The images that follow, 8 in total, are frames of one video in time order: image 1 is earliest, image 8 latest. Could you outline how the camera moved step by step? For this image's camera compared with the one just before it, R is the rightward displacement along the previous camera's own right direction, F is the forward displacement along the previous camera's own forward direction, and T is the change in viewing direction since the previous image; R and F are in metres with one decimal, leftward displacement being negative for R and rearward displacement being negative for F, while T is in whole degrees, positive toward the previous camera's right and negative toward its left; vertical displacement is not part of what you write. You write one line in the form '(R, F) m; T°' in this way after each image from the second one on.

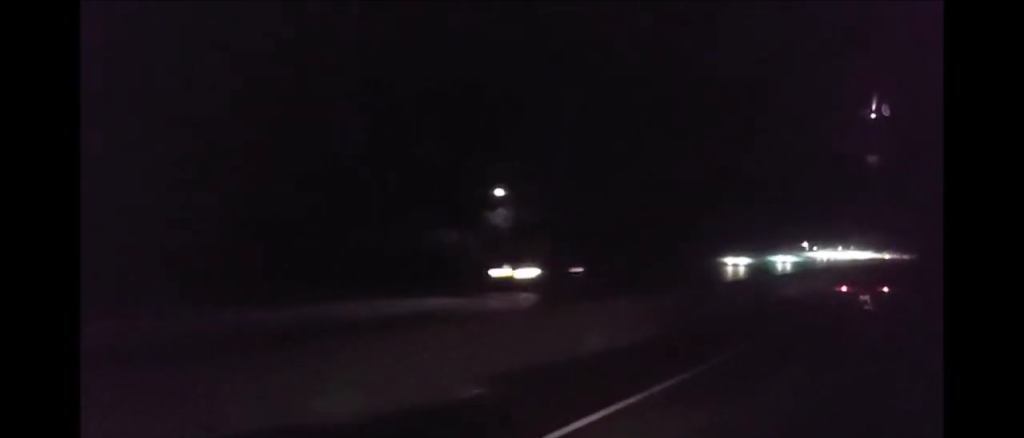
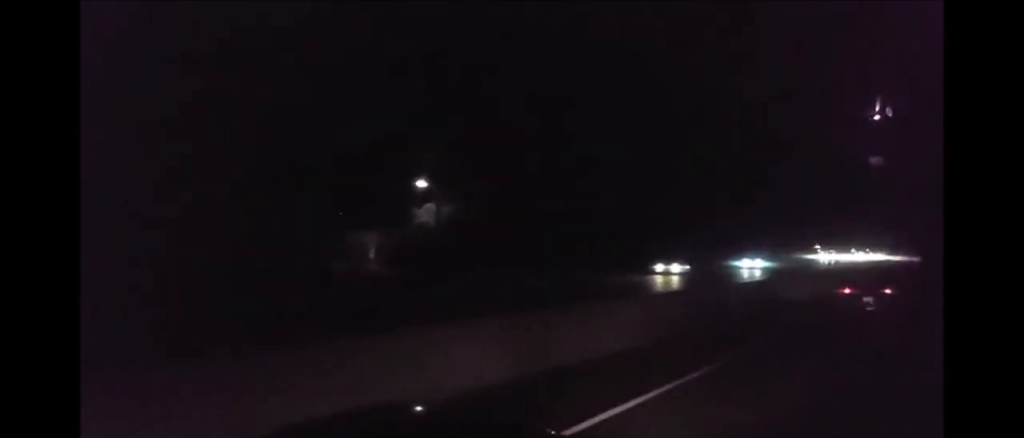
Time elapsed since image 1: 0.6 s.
(+0.1, +17.4) m; -1°
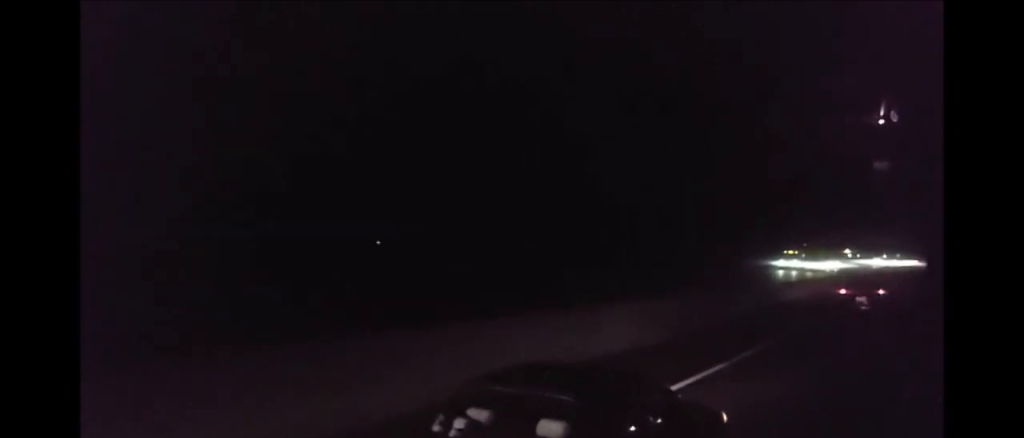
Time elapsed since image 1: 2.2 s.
(-1.1, +51.3) m; -2°
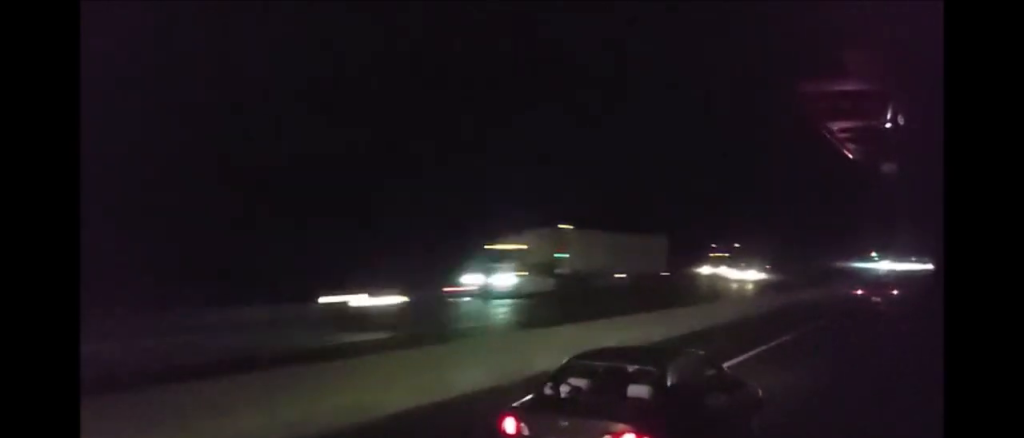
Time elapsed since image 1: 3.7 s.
(-0.1, +46.0) m; -1°
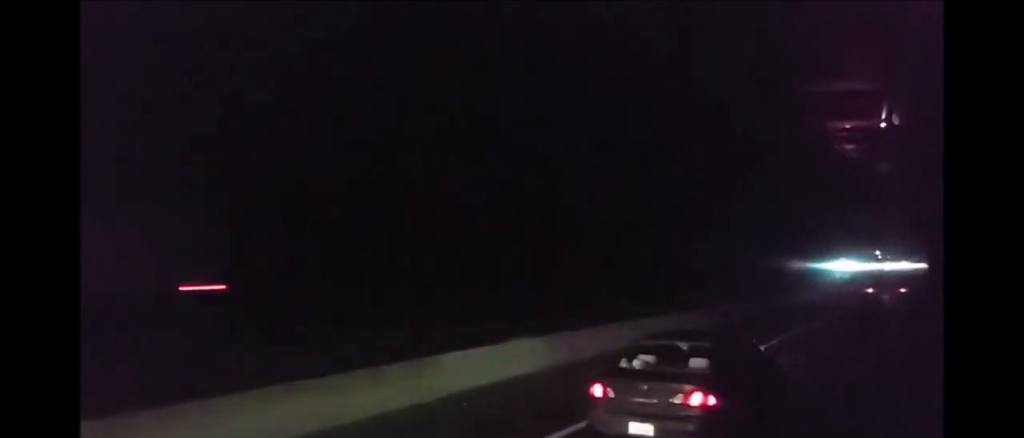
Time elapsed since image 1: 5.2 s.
(-0.5, +45.0) m; -1°
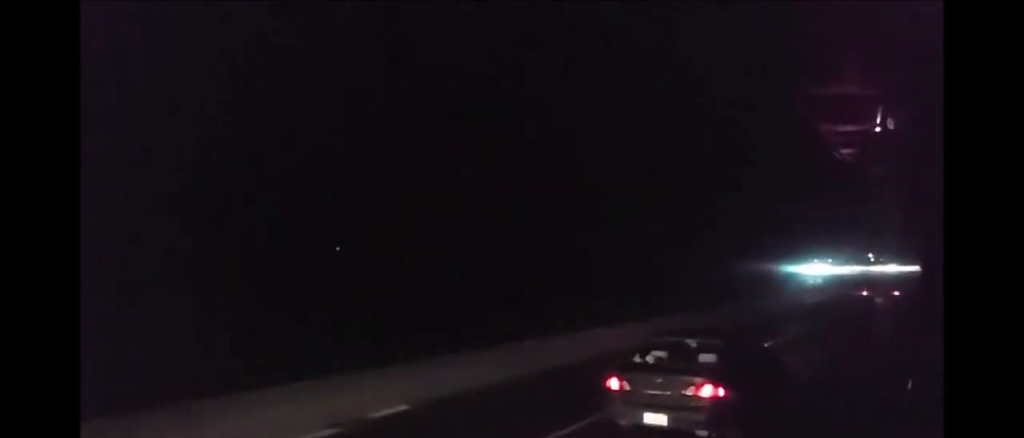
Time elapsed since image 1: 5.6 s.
(-0.1, +12.3) m; 0°
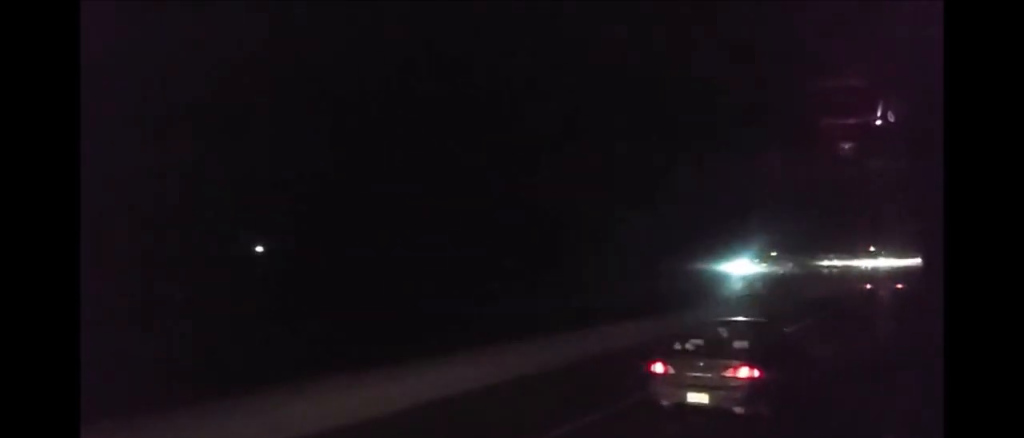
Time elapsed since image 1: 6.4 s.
(+0.1, +23.4) m; 0°
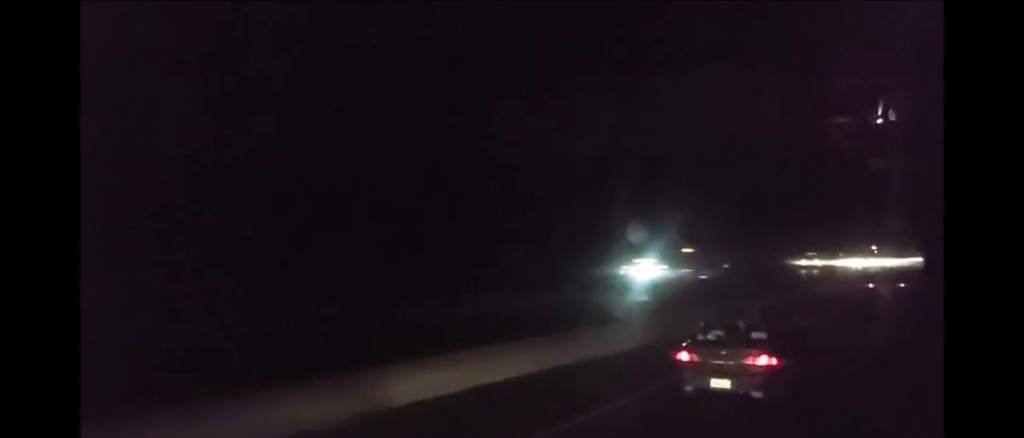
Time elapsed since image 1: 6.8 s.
(0.0, +14.2) m; 0°
